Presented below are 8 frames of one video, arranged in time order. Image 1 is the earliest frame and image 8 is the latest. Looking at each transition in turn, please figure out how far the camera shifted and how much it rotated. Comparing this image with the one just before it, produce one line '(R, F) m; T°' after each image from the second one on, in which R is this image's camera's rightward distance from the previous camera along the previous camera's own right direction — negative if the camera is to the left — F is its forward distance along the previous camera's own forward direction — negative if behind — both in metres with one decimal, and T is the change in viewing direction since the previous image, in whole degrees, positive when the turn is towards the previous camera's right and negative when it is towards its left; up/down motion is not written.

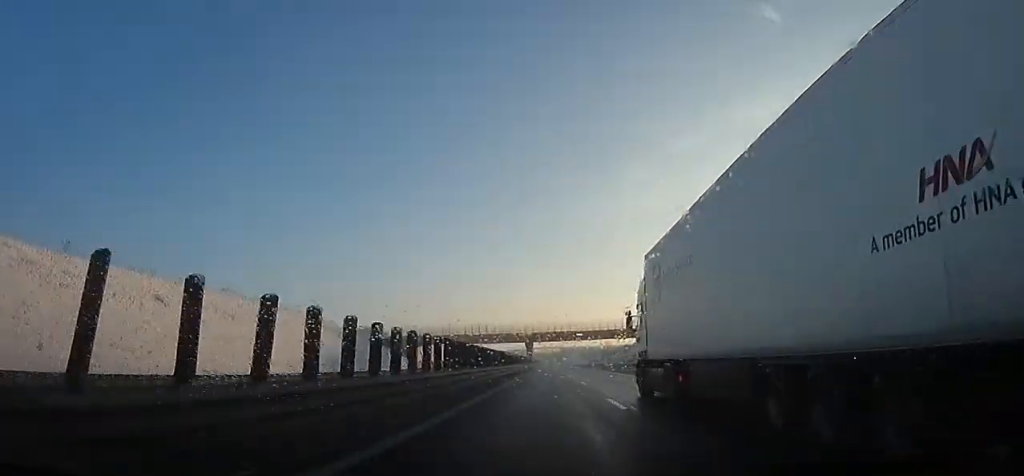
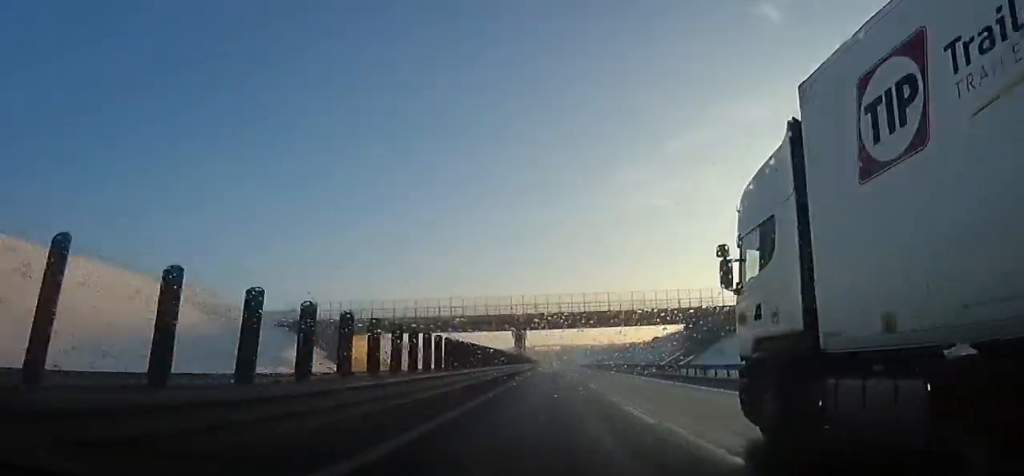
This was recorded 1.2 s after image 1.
(0.0, +38.6) m; 0°
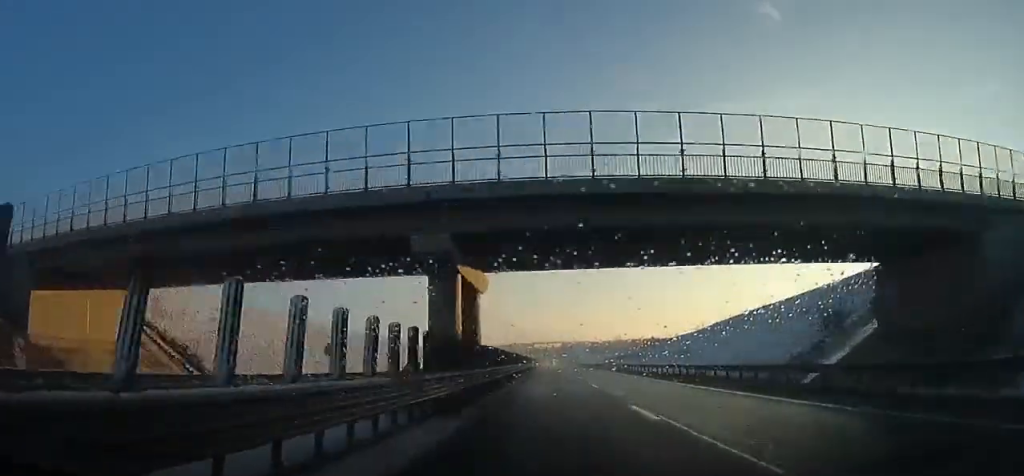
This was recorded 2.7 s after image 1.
(-0.1, +47.2) m; +1°
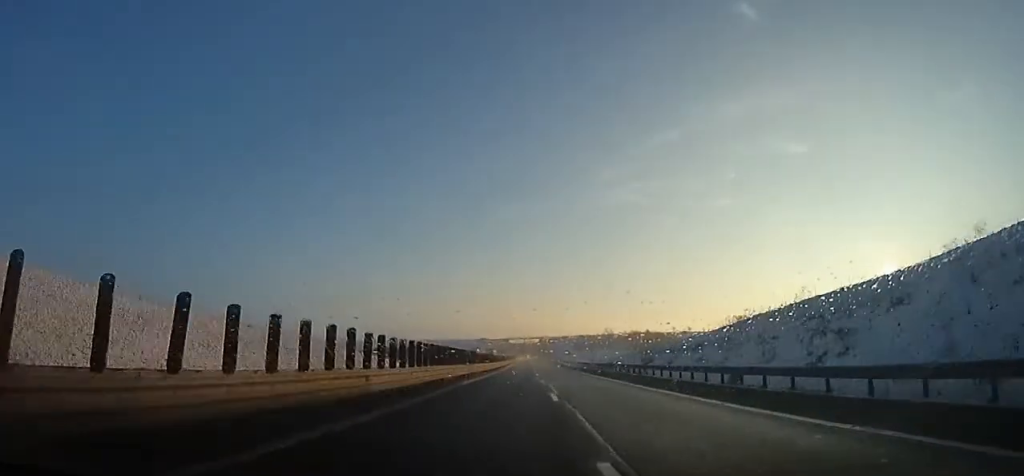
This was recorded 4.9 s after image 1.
(+0.9, +67.4) m; +1°
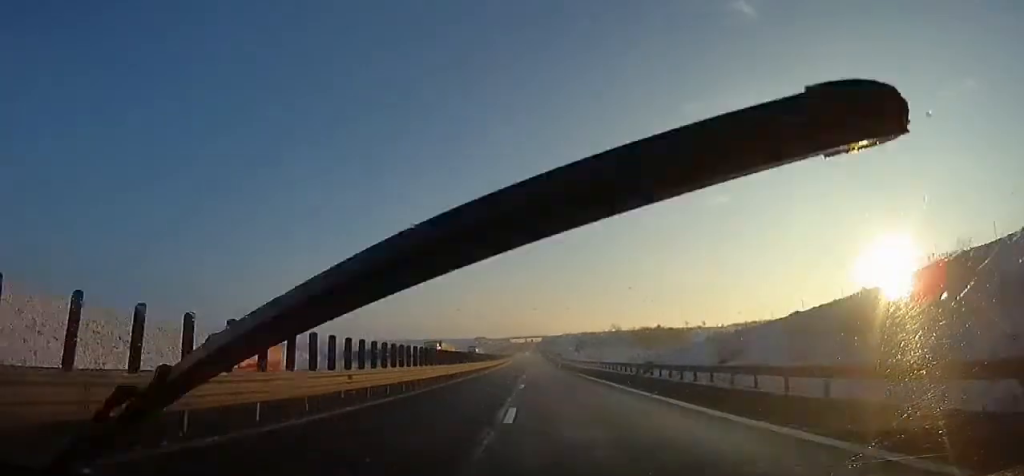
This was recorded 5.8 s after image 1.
(+0.2, +29.9) m; 0°
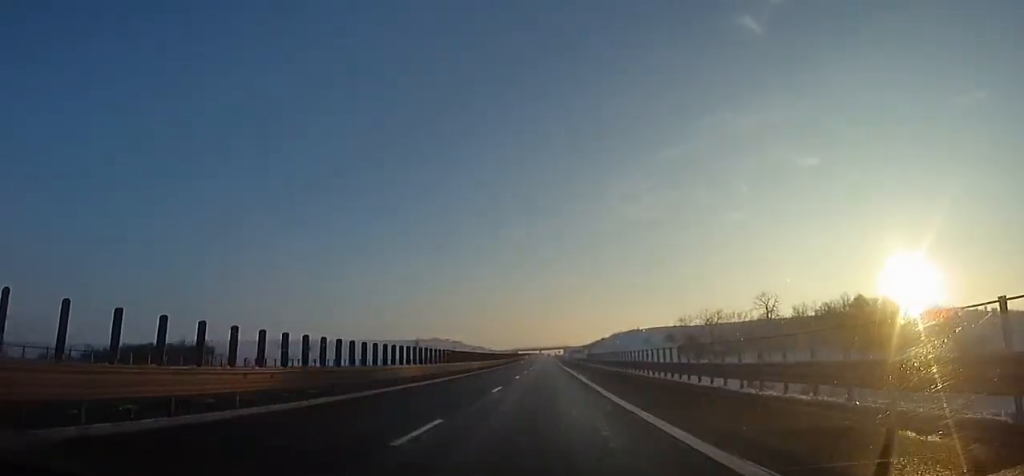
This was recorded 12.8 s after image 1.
(-7.4, +250.3) m; -2°
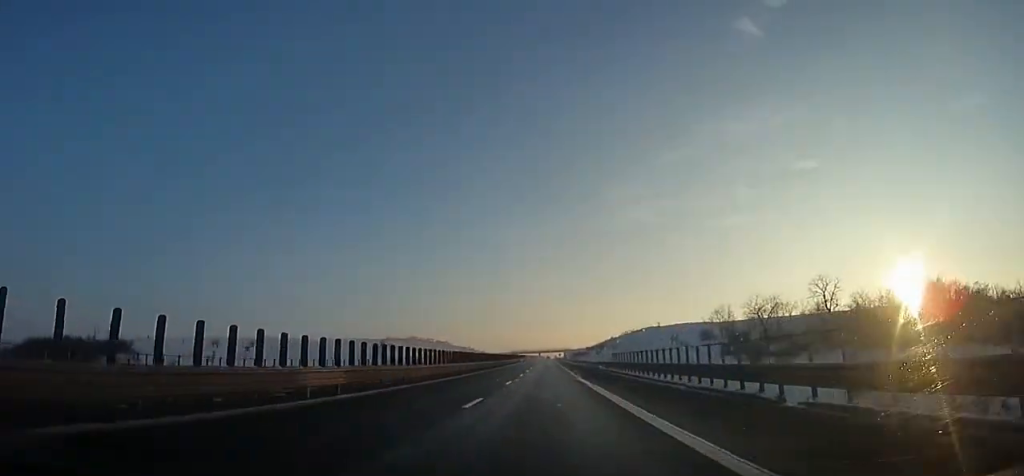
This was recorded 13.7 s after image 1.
(-0.1, +33.5) m; 0°
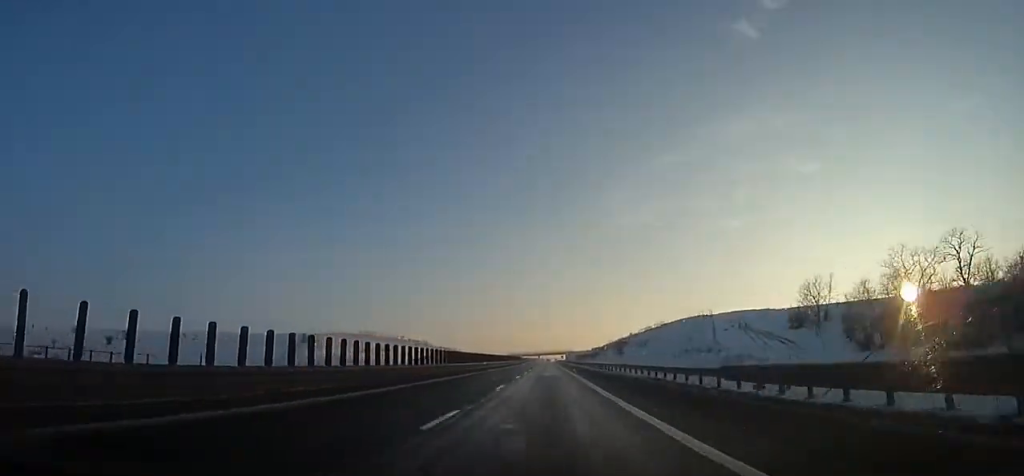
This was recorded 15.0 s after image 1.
(+0.3, +28.7) m; 0°
